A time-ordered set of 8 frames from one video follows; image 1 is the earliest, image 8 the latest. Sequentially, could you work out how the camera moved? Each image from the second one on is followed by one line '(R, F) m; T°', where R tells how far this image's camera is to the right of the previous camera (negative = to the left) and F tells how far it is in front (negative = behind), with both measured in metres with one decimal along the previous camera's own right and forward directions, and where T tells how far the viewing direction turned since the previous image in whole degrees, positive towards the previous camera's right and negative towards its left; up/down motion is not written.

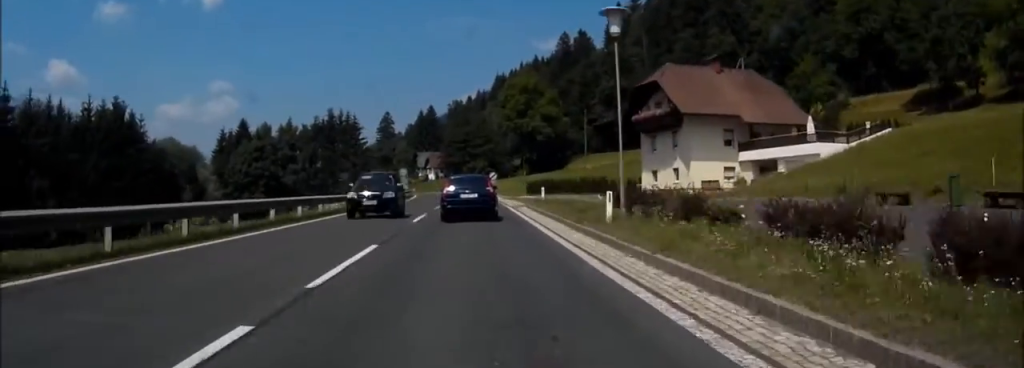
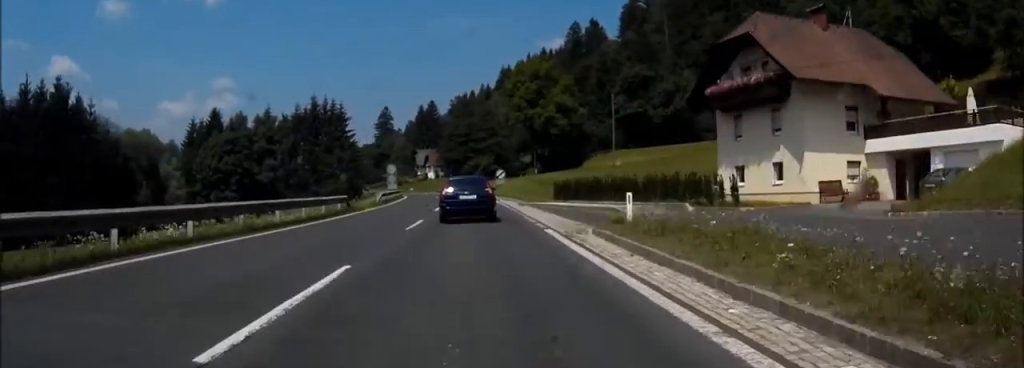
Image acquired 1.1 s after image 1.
(0.0, +19.0) m; 0°
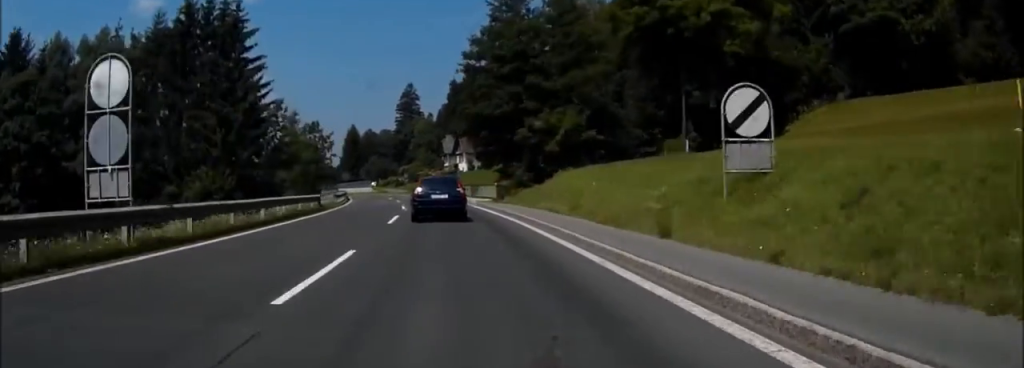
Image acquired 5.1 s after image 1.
(-2.7, +72.1) m; -6°
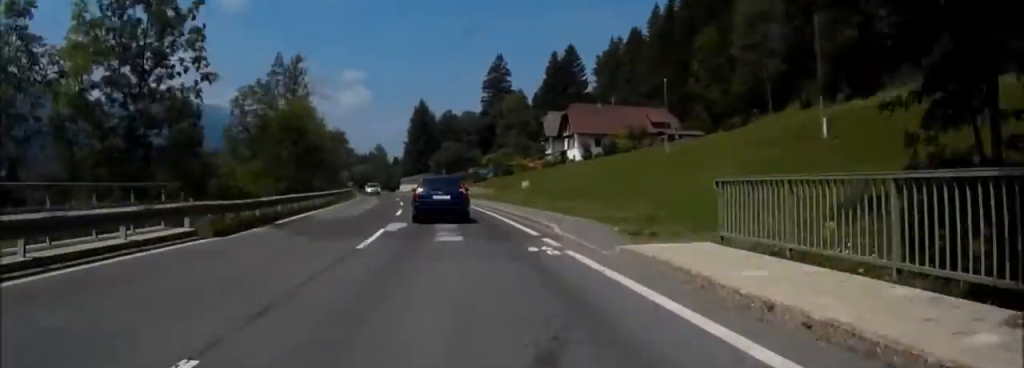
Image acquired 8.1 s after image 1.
(-3.3, +52.9) m; -7°
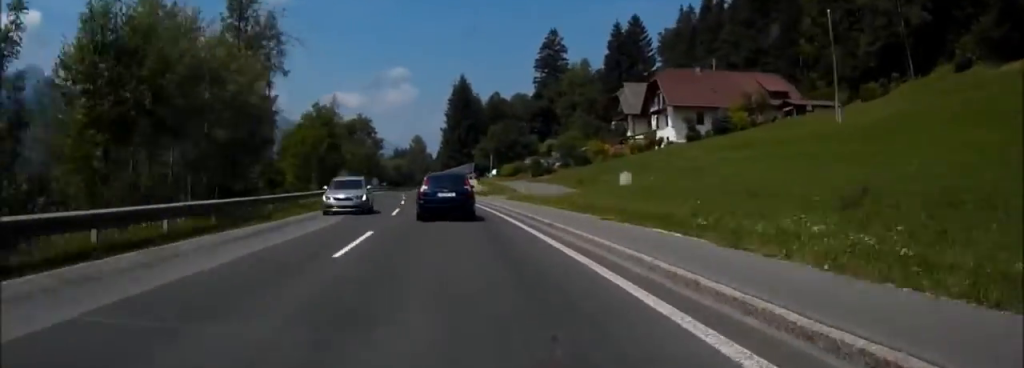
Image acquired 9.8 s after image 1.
(-1.1, +31.5) m; -4°
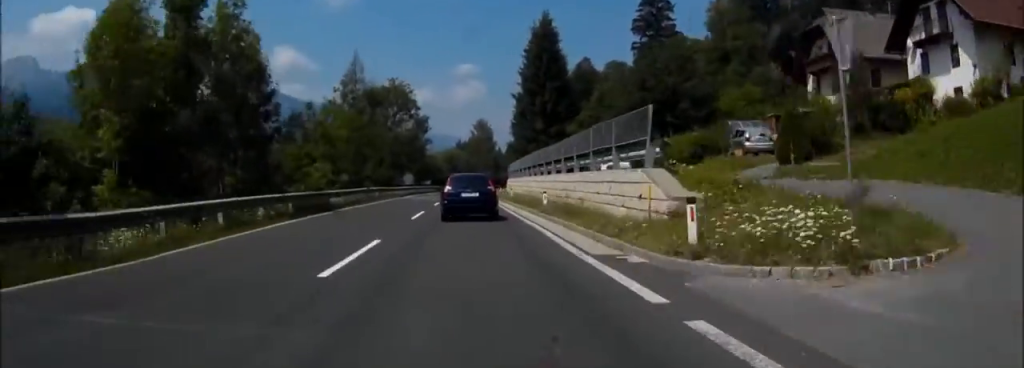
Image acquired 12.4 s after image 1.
(-1.7, +47.2) m; -3°
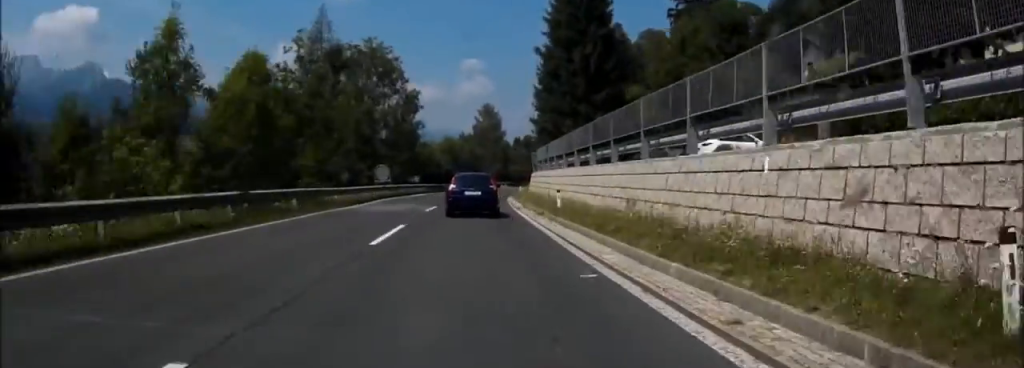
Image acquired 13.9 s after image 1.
(-0.2, +26.6) m; +1°
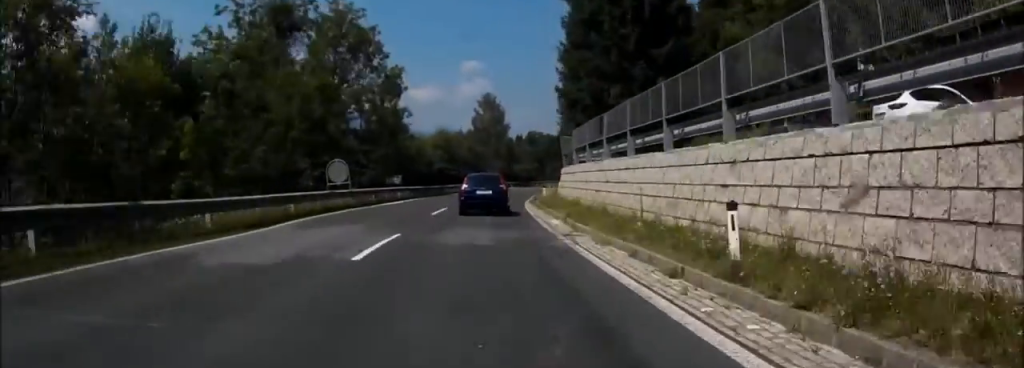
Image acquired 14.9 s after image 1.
(-0.2, +18.2) m; +1°
